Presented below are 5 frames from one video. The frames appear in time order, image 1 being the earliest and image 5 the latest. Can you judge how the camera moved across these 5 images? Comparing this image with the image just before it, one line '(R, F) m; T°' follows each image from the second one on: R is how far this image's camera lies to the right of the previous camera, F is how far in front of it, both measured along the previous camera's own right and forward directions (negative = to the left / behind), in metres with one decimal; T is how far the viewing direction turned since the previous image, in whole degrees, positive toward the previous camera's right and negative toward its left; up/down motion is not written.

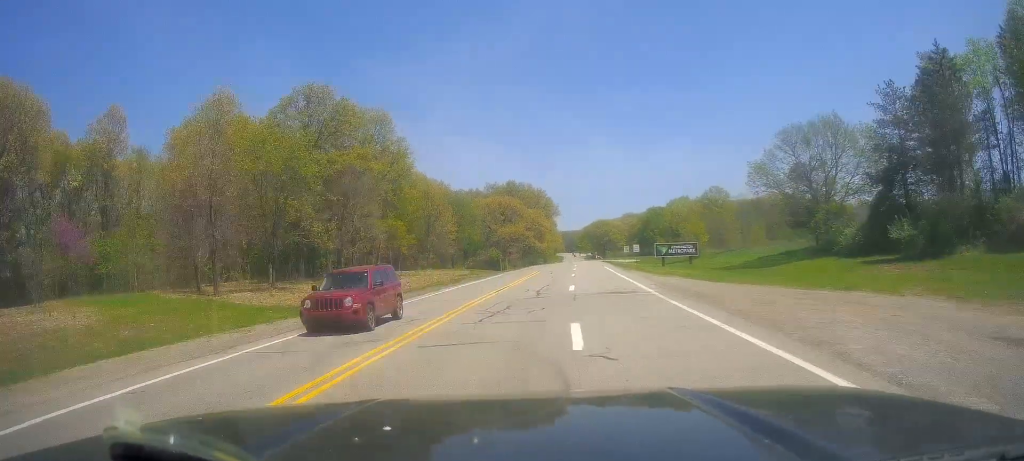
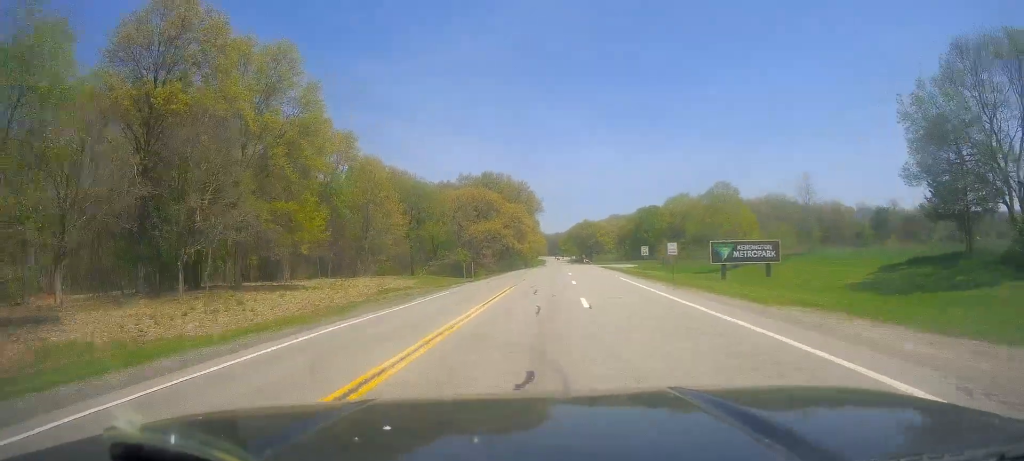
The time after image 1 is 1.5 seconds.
(+1.1, +23.1) m; +4°
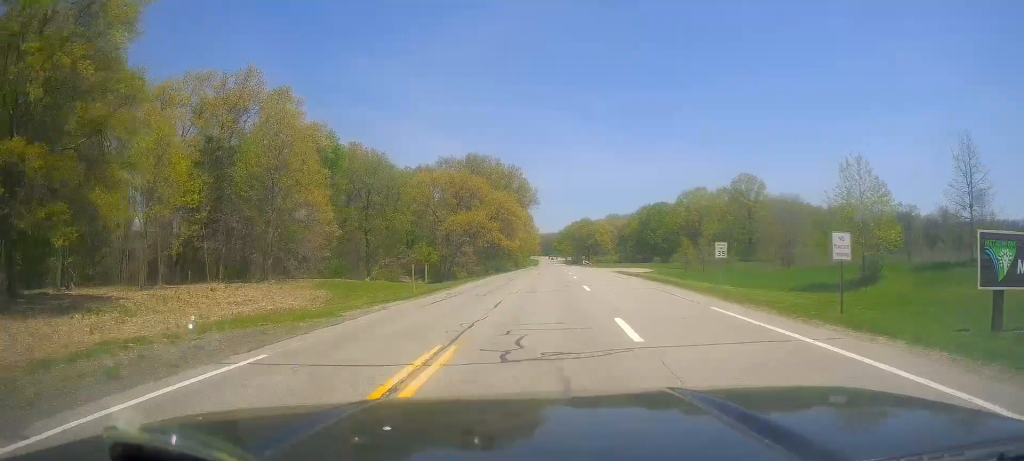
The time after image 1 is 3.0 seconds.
(-0.1, +22.5) m; -2°
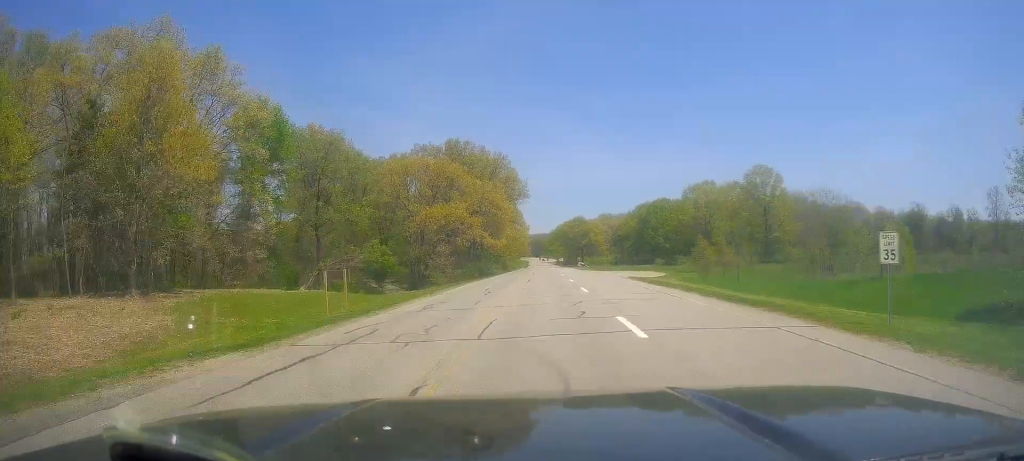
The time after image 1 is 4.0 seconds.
(-0.1, +15.1) m; -1°
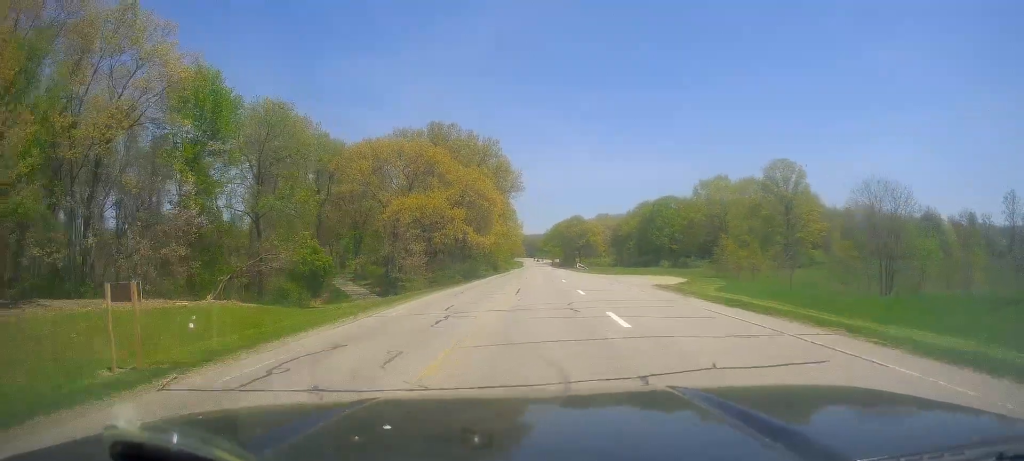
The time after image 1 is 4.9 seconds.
(-0.1, +13.2) m; +1°
